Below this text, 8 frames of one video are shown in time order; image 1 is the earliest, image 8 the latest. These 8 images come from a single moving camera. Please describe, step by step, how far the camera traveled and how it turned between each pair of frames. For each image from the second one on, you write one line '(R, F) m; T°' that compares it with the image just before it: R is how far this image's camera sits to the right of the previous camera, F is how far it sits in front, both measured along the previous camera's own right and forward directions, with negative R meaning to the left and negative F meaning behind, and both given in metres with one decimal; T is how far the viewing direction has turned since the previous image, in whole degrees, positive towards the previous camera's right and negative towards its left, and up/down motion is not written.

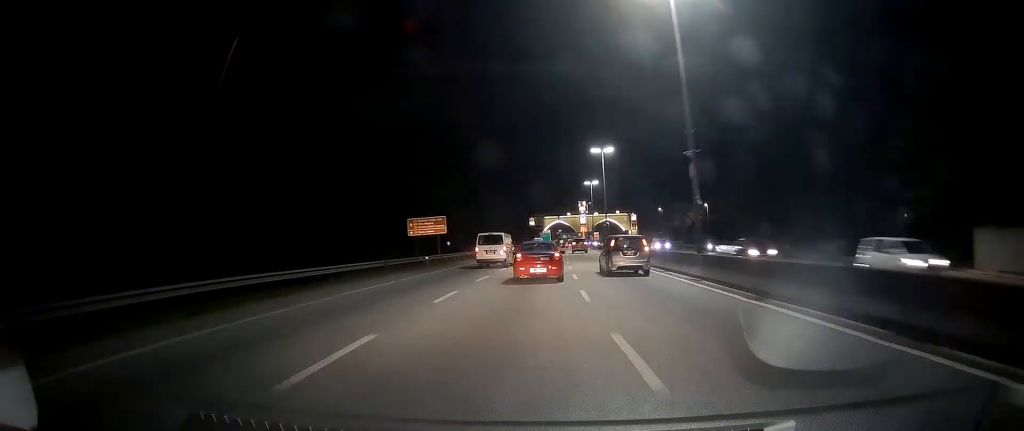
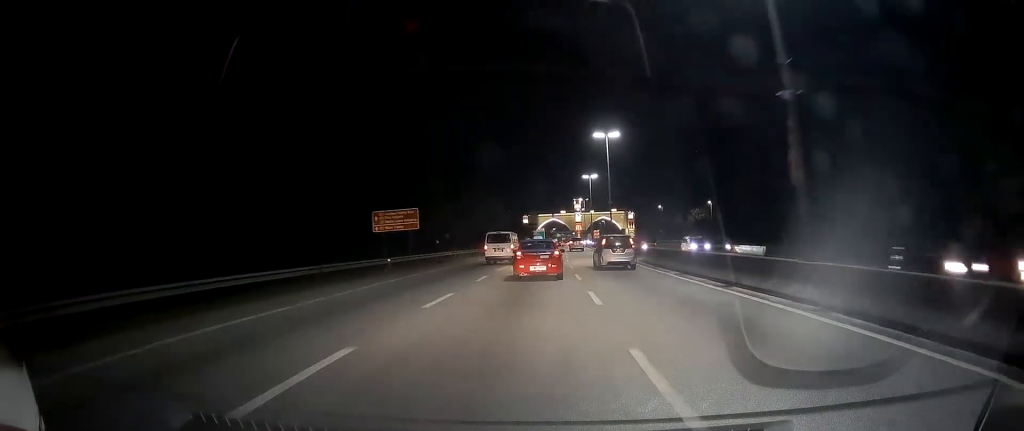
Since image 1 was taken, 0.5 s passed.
(0.0, +9.0) m; 0°
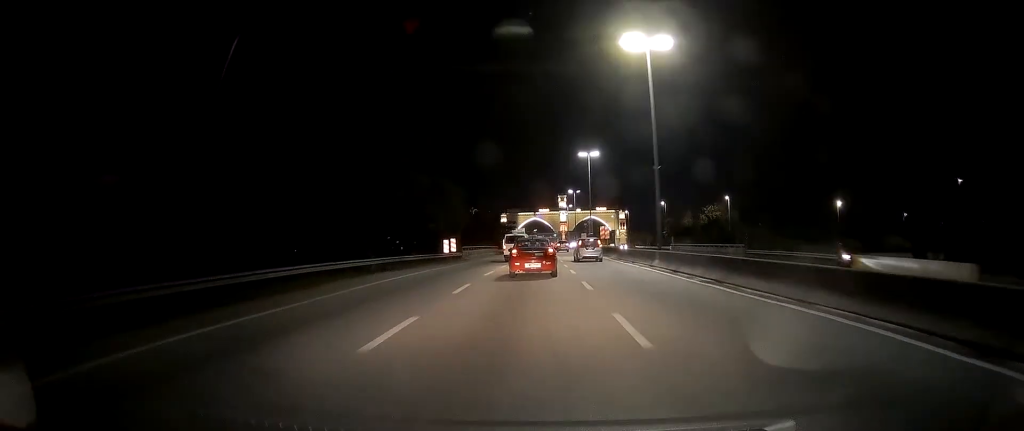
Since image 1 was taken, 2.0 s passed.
(+0.7, +29.2) m; +4°
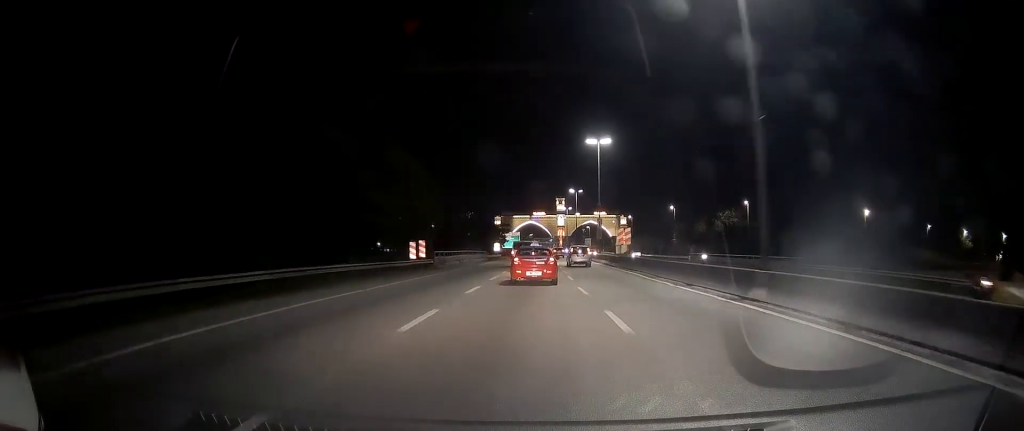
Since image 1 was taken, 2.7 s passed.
(+0.4, +14.3) m; +1°
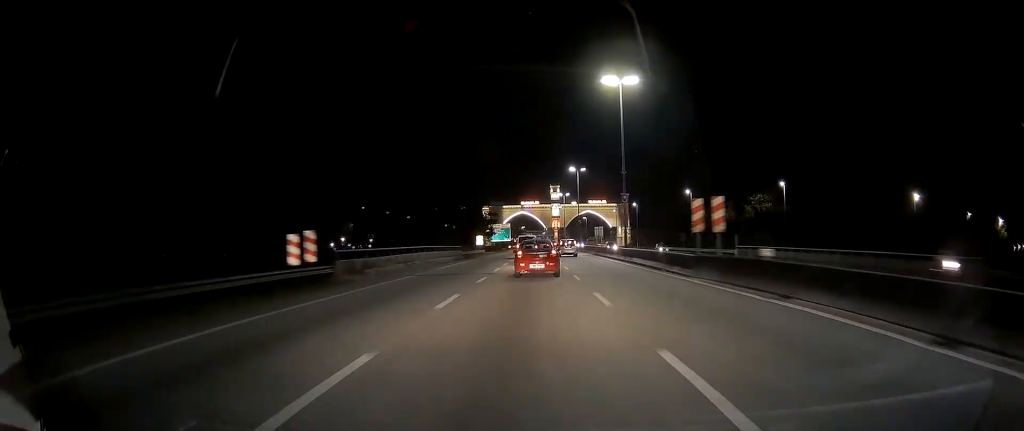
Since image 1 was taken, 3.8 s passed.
(0.0, +21.6) m; -1°
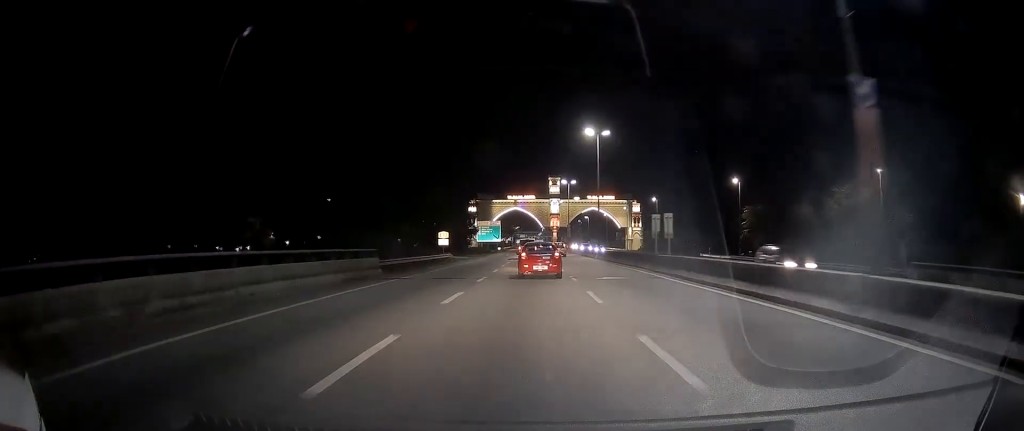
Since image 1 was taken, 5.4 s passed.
(-0.9, +30.7) m; 0°
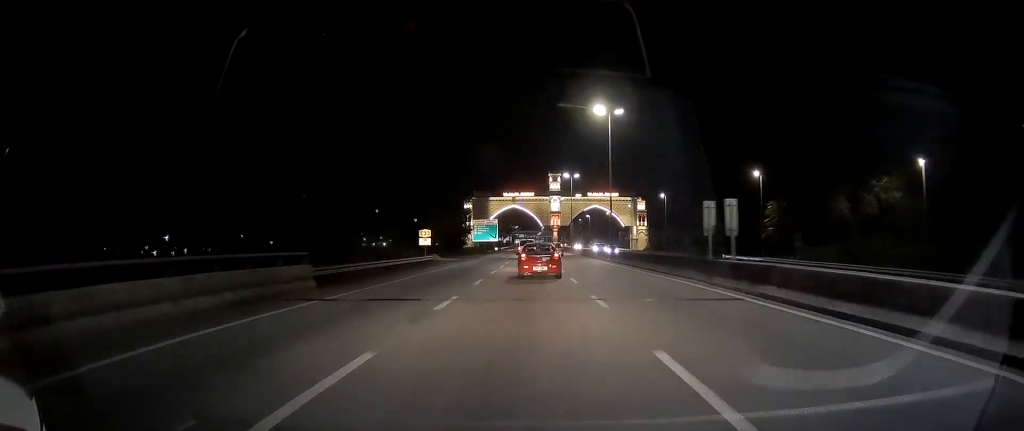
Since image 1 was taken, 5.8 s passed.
(+0.2, +9.2) m; +1°
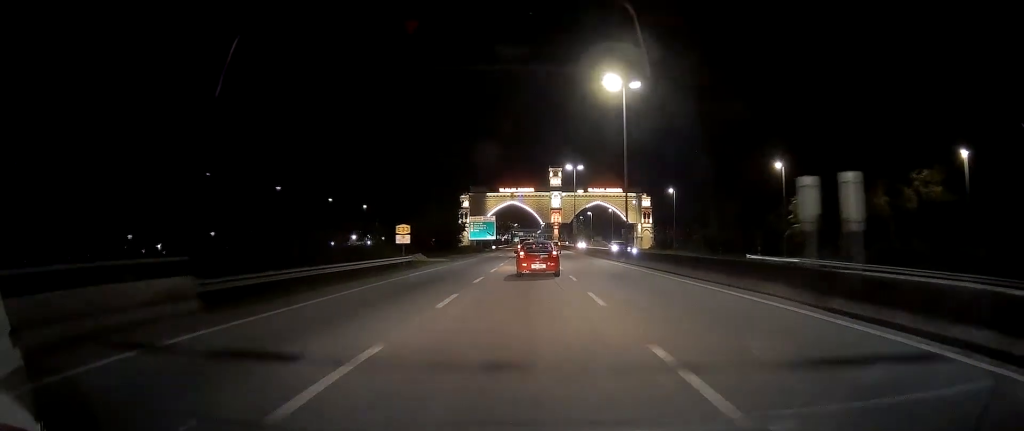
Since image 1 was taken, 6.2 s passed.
(+0.5, +7.9) m; +1°
